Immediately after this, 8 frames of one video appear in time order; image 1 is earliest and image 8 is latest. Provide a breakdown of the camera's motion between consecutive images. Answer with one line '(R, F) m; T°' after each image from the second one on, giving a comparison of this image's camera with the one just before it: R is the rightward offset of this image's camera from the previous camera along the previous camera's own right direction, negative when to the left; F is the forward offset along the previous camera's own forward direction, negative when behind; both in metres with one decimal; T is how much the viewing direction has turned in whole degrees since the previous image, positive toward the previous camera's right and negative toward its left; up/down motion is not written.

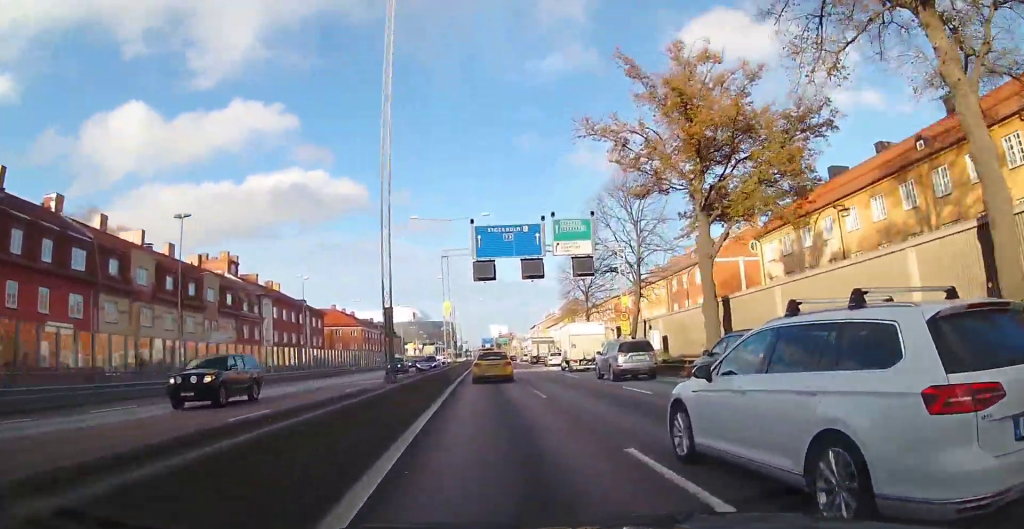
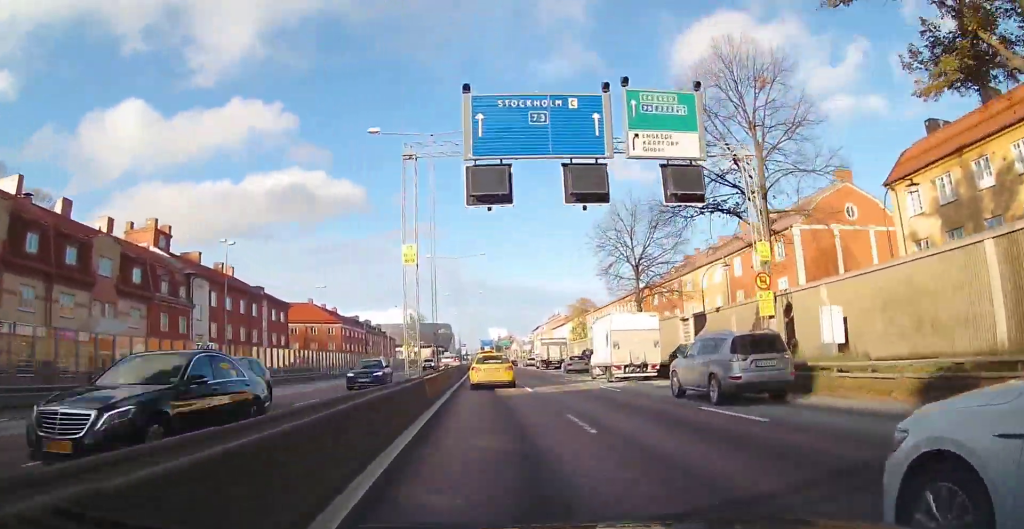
(+0.1, +19.0) m; +1°
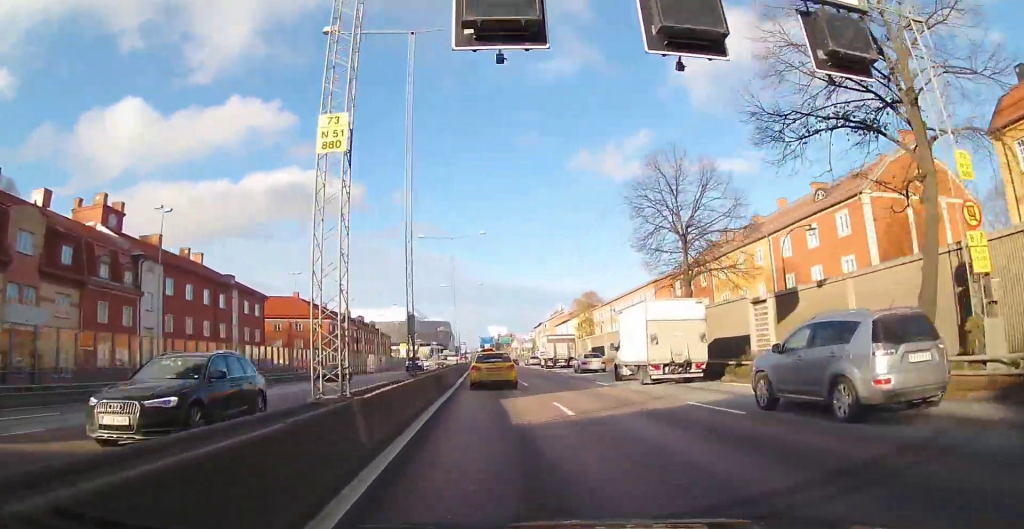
(0.0, +9.5) m; 0°
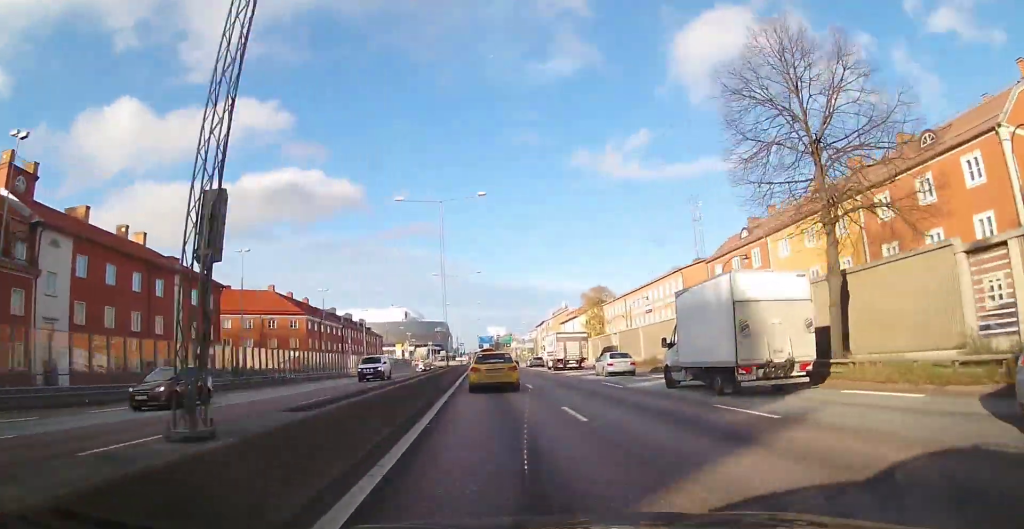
(+0.1, +13.2) m; 0°
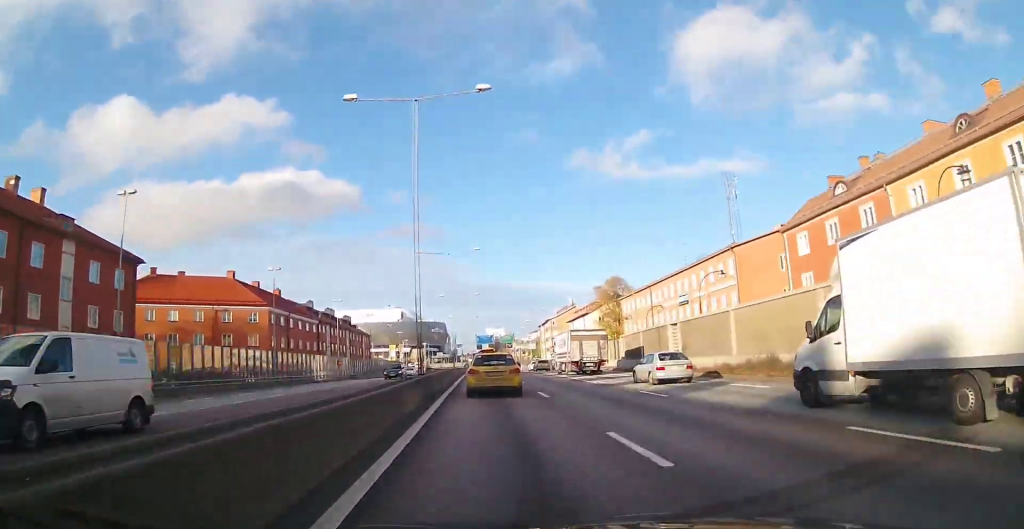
(-0.2, +16.8) m; +1°
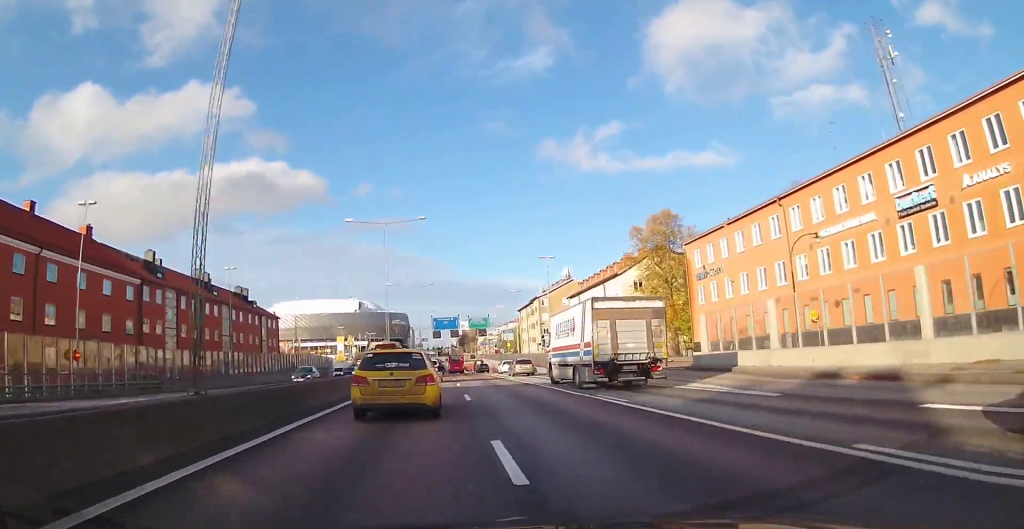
(+1.2, +48.0) m; +1°
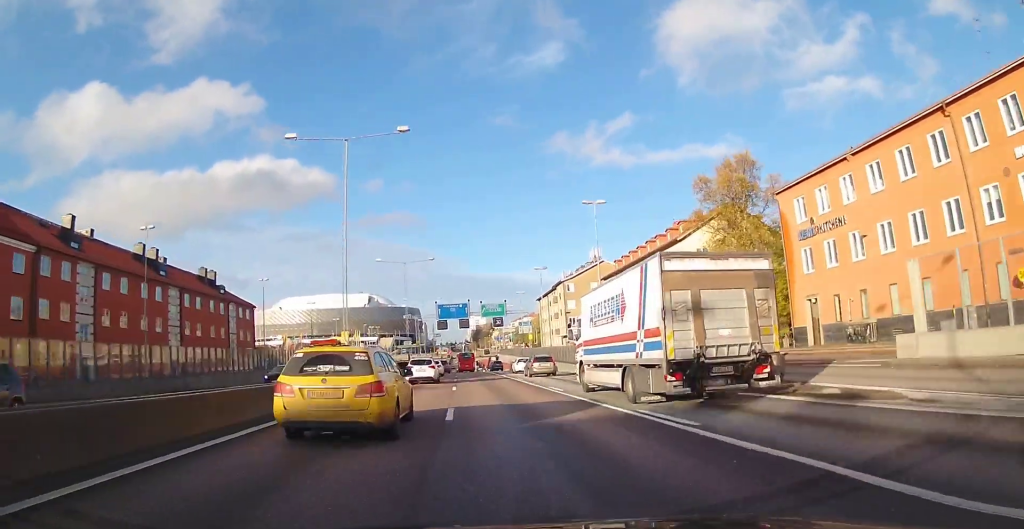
(-0.1, +17.3) m; 0°
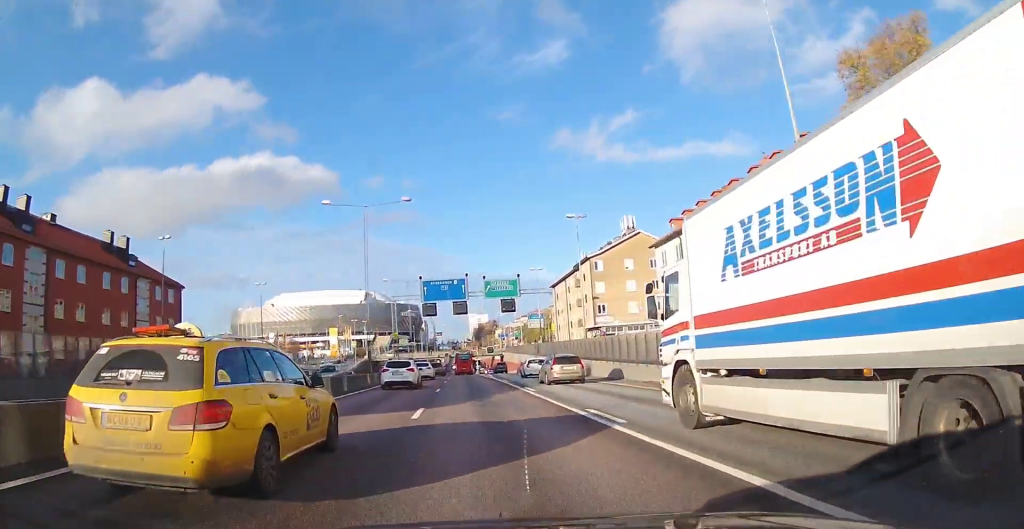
(+0.1, +23.3) m; -1°
